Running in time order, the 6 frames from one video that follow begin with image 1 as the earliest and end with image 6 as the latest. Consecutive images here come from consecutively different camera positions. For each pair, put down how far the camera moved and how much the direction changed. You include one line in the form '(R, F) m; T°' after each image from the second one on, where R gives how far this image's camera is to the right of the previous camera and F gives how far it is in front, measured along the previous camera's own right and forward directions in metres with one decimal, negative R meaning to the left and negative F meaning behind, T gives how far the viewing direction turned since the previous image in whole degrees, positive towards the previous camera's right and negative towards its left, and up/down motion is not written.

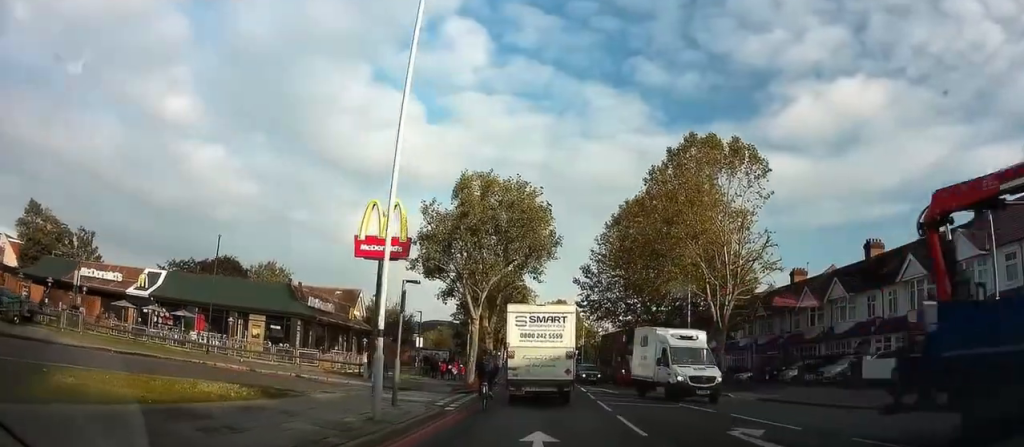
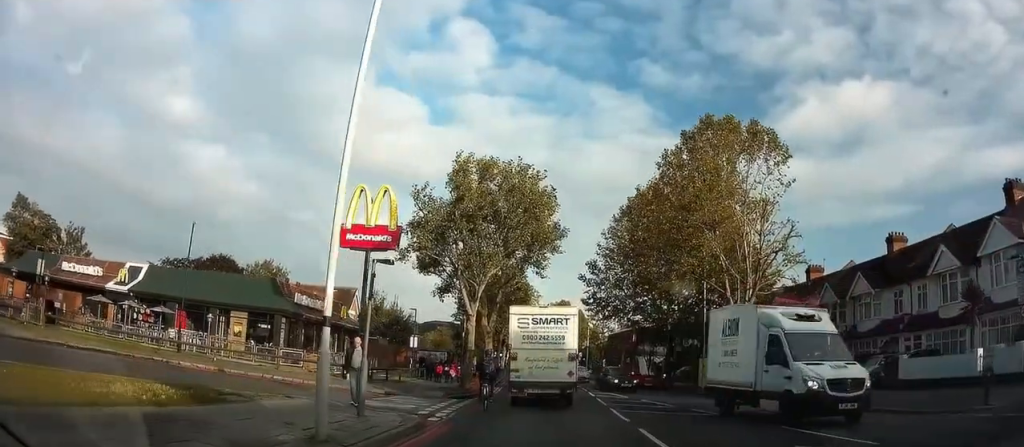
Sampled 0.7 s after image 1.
(+0.1, +3.3) m; -1°
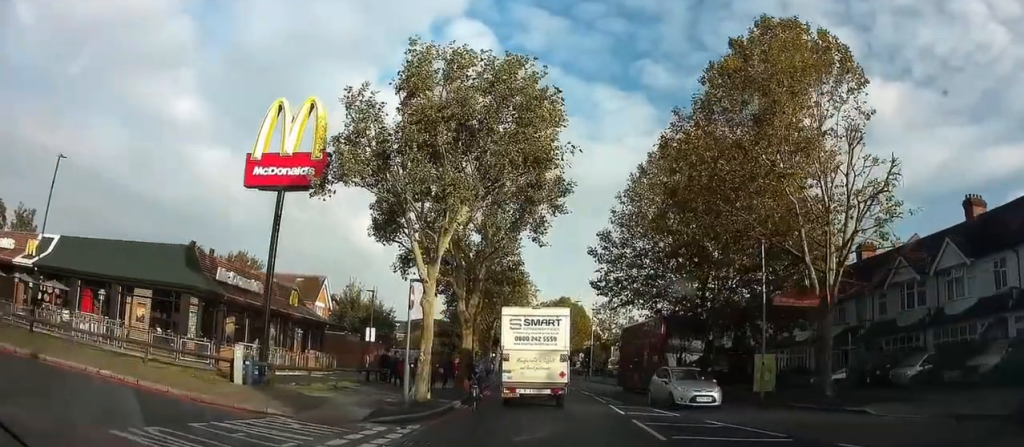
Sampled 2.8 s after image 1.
(-0.6, +9.7) m; -5°
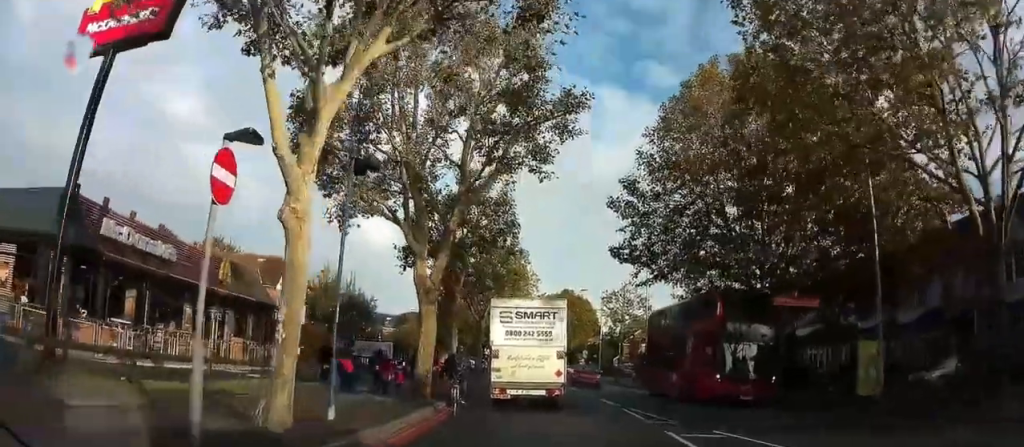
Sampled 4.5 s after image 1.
(+0.1, +8.9) m; +1°
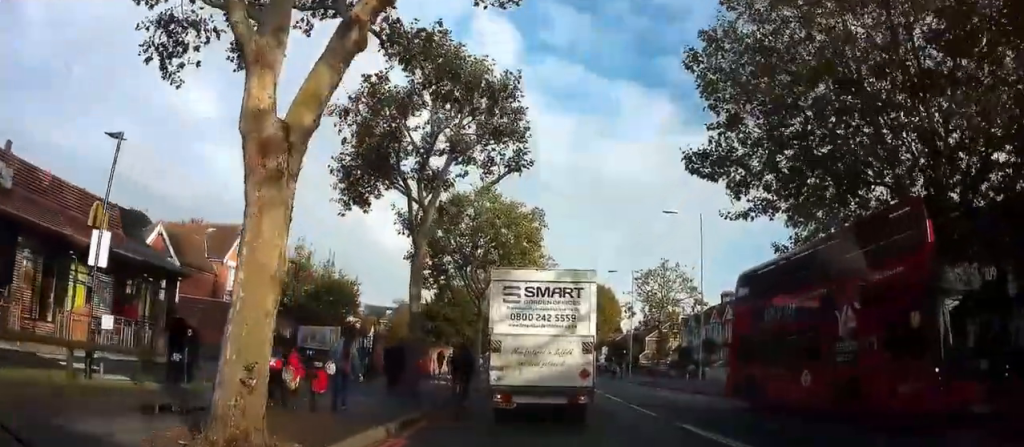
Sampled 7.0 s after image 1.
(-0.3, +11.4) m; 0°
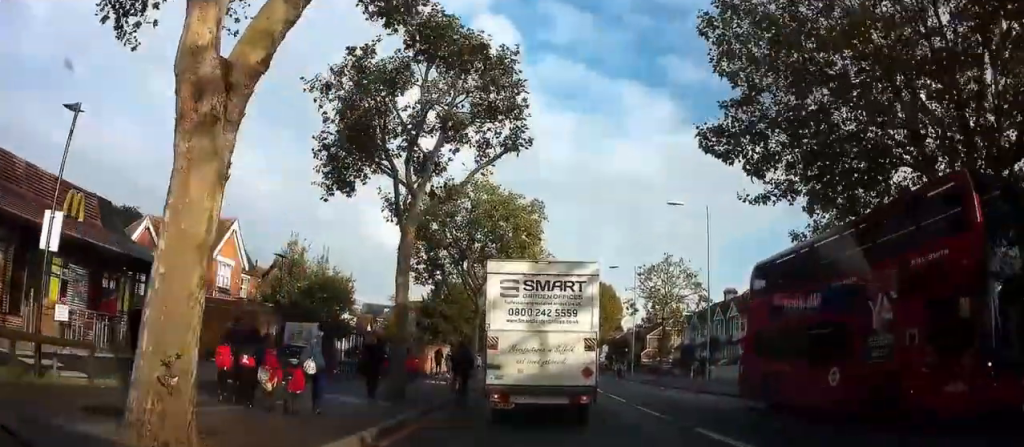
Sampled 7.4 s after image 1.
(+0.1, +1.5) m; +1°
